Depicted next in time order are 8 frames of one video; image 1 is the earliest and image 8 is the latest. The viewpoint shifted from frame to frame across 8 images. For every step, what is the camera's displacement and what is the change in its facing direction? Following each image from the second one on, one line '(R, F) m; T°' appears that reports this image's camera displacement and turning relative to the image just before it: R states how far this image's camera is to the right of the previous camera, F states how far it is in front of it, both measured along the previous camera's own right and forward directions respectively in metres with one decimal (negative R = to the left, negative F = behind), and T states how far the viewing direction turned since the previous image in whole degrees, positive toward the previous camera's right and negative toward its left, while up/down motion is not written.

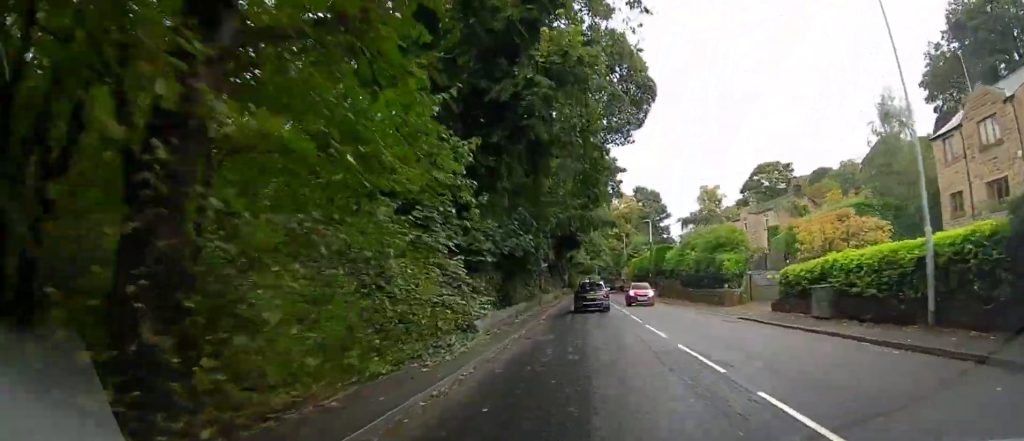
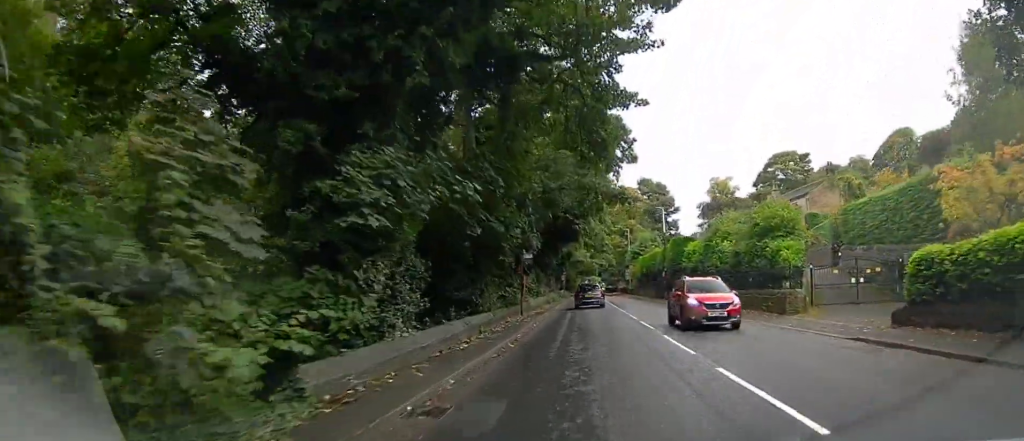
(0.0, +9.2) m; -1°
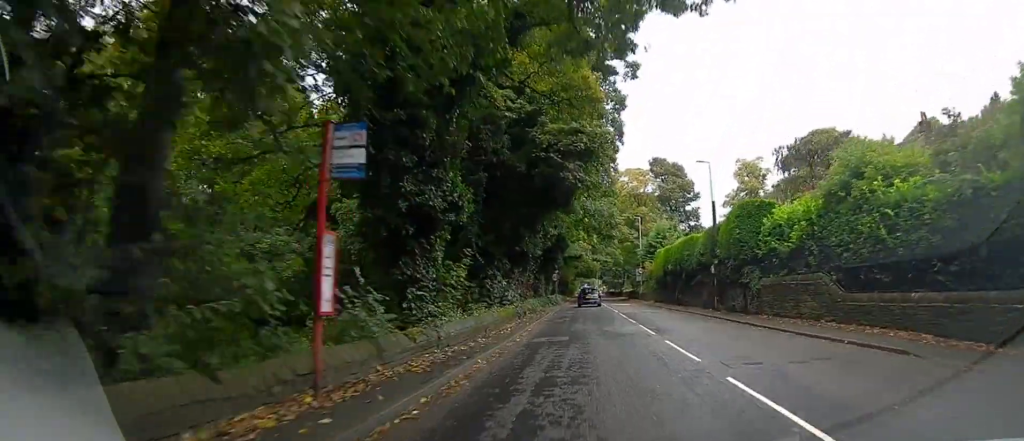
(-0.4, +18.1) m; -1°
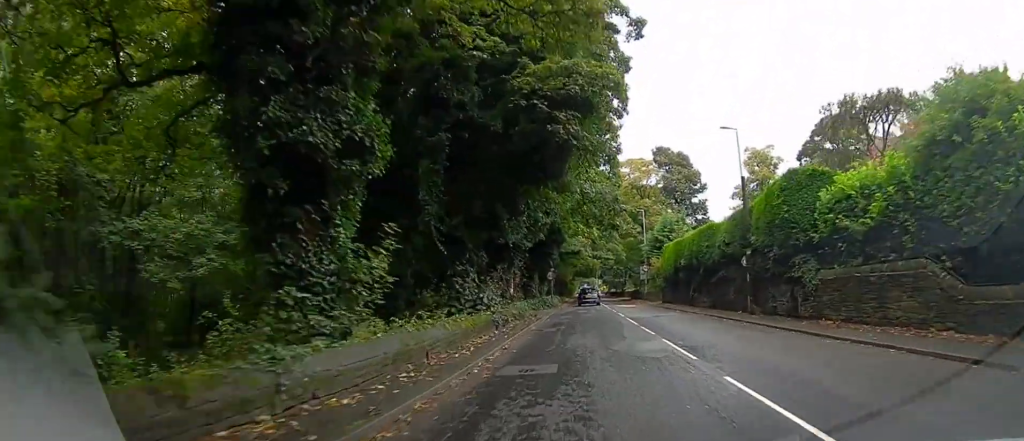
(0.0, +5.6) m; 0°
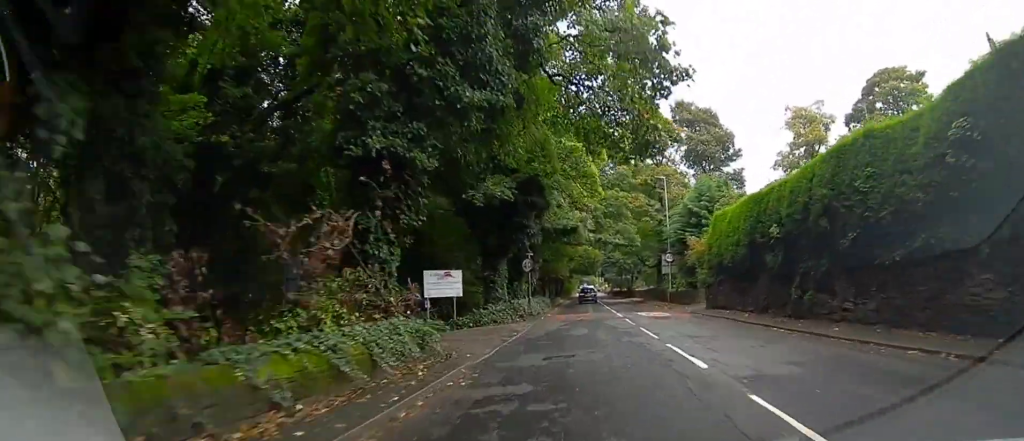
(0.0, +17.7) m; 0°
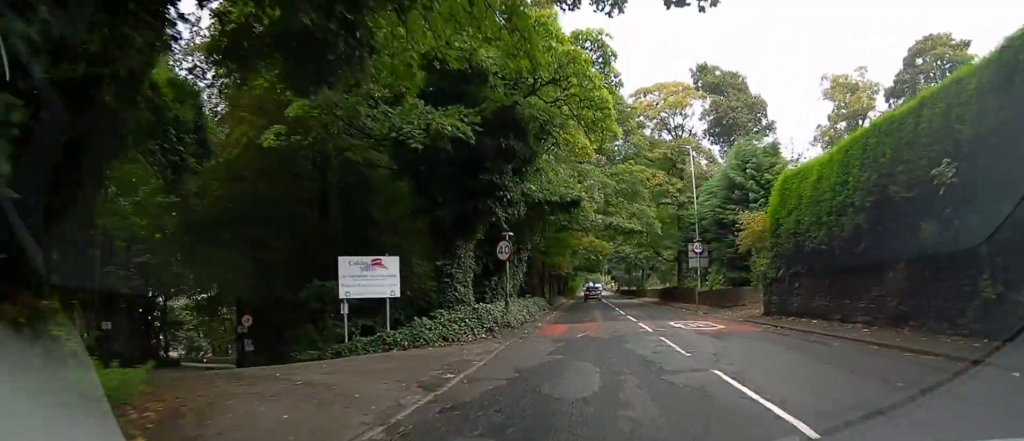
(+0.1, +9.2) m; 0°
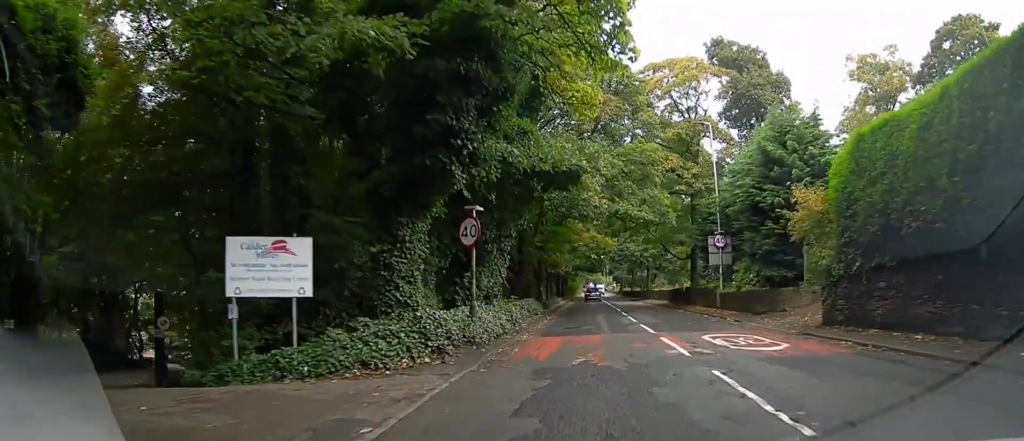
(0.0, +5.8) m; 0°
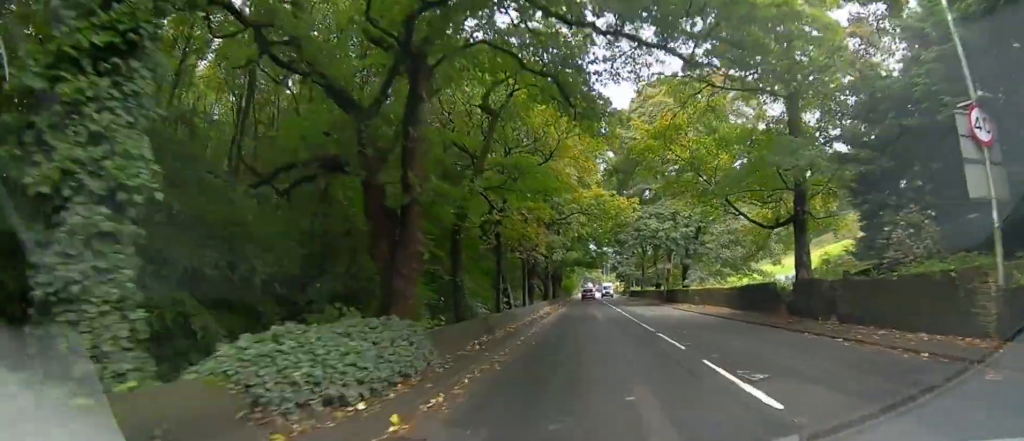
(+0.2, +21.3) m; 0°
